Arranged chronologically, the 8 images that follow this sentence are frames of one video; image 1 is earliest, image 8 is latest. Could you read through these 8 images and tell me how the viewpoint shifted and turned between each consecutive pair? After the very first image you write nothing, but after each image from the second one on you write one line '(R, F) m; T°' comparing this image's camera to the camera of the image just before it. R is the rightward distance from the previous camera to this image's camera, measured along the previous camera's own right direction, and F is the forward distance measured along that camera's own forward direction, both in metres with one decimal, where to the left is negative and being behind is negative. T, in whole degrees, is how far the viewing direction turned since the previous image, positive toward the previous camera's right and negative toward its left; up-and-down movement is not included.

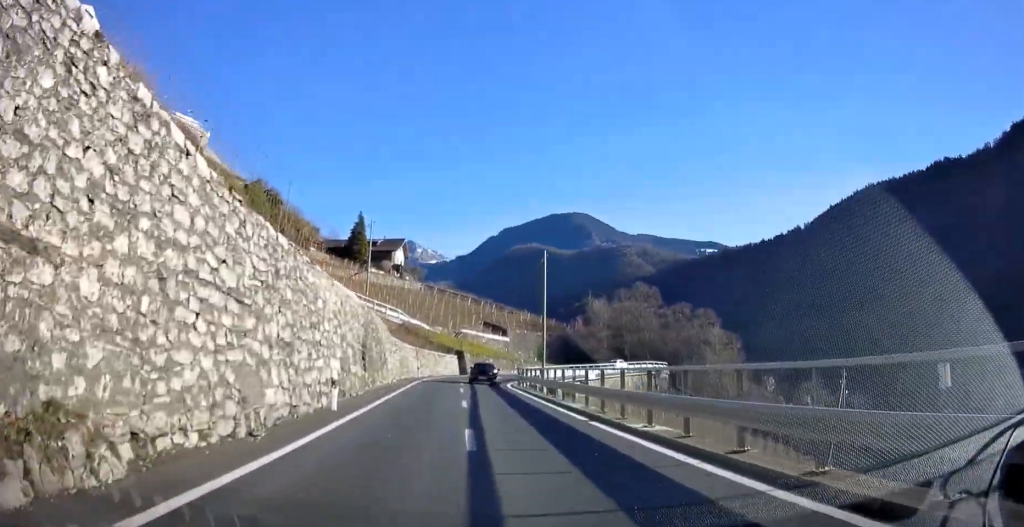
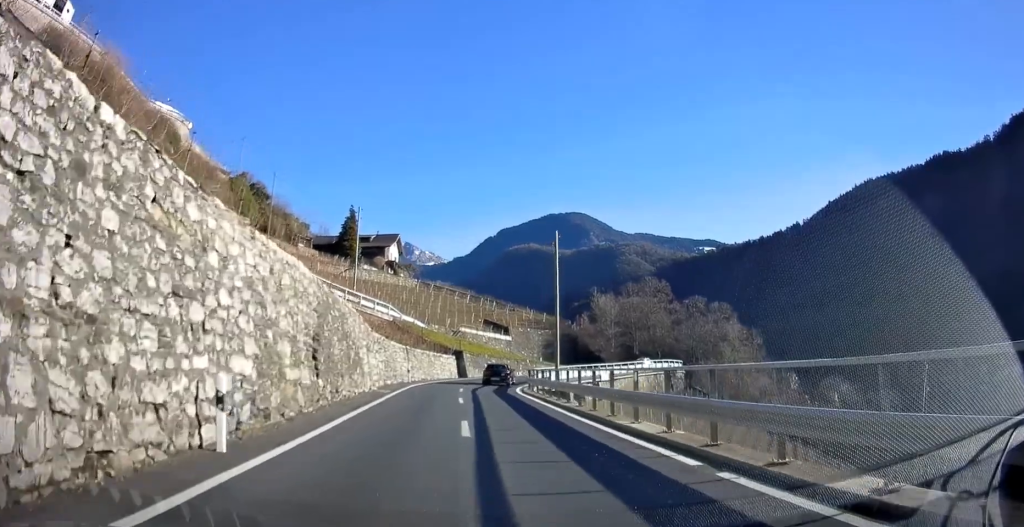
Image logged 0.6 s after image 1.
(0.0, +7.3) m; 0°
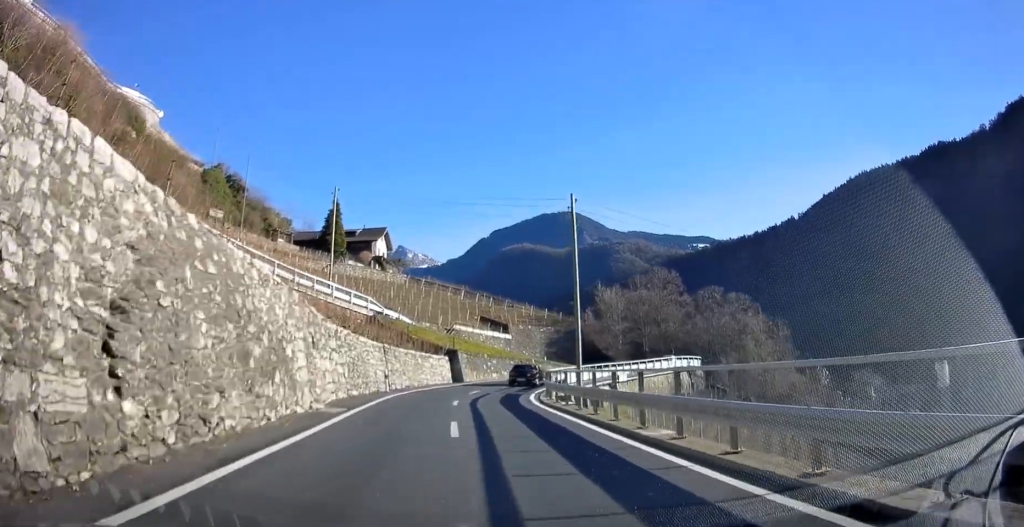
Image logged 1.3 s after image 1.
(0.0, +9.0) m; 0°
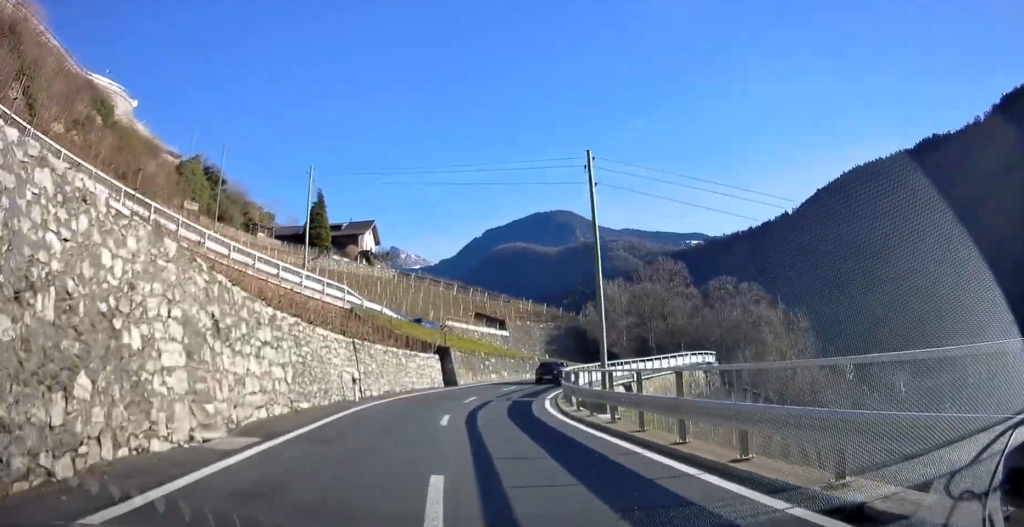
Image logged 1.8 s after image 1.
(0.0, +6.4) m; 0°
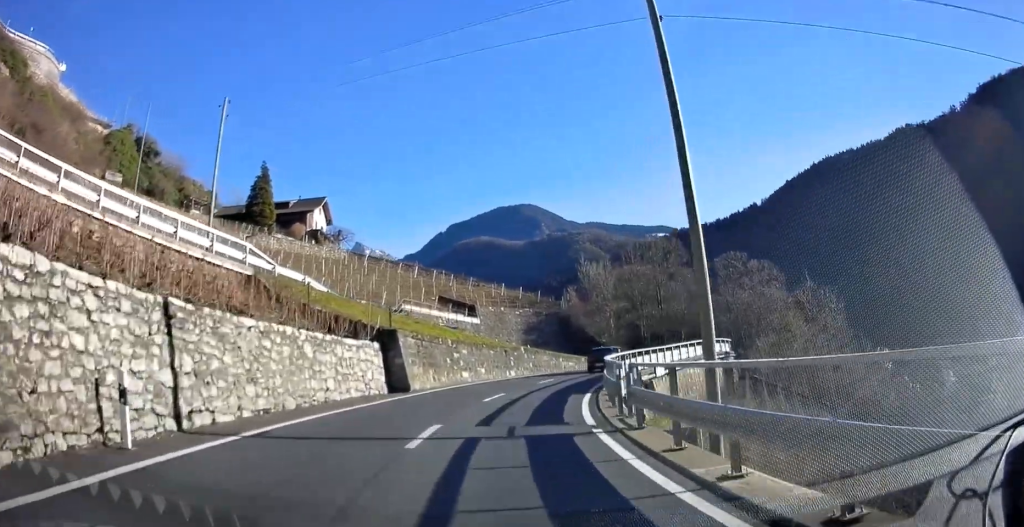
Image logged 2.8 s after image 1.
(0.0, +12.9) m; +3°
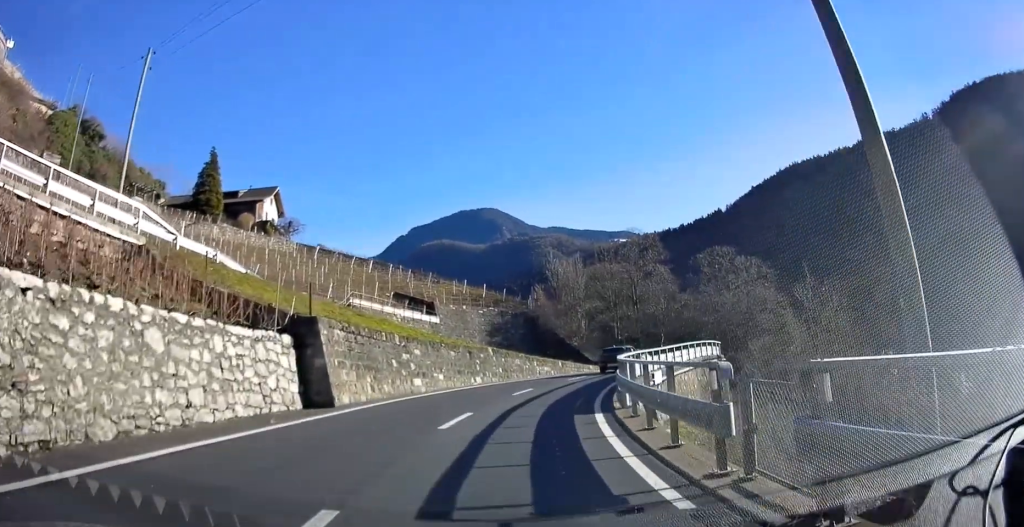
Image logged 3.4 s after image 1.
(0.0, +6.8) m; +3°
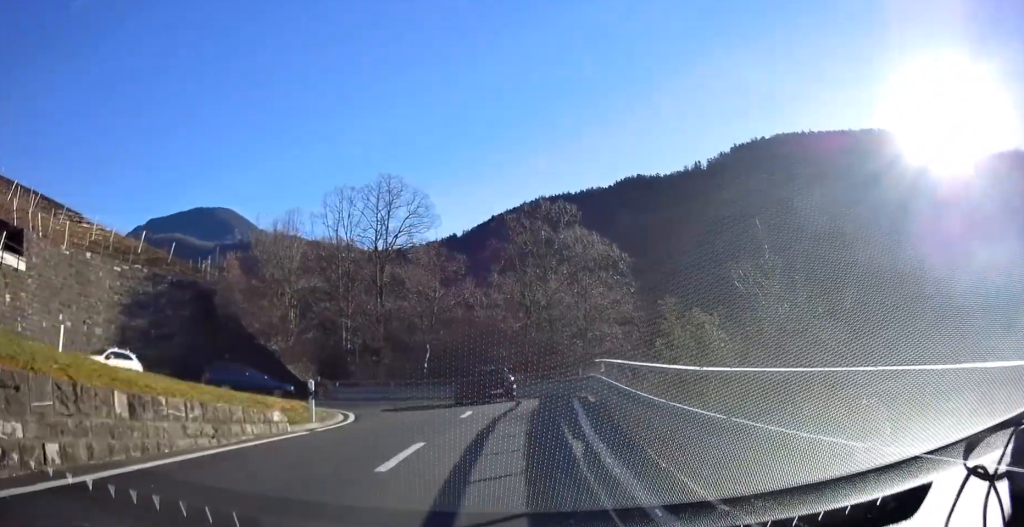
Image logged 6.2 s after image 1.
(+6.3, +28.8) m; +25°
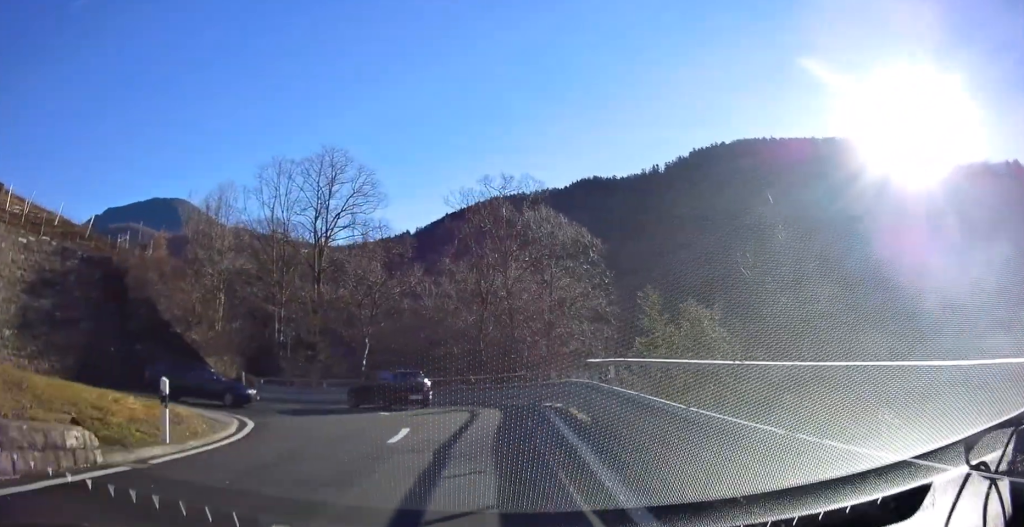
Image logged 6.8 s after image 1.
(+0.5, +5.5) m; +4°
